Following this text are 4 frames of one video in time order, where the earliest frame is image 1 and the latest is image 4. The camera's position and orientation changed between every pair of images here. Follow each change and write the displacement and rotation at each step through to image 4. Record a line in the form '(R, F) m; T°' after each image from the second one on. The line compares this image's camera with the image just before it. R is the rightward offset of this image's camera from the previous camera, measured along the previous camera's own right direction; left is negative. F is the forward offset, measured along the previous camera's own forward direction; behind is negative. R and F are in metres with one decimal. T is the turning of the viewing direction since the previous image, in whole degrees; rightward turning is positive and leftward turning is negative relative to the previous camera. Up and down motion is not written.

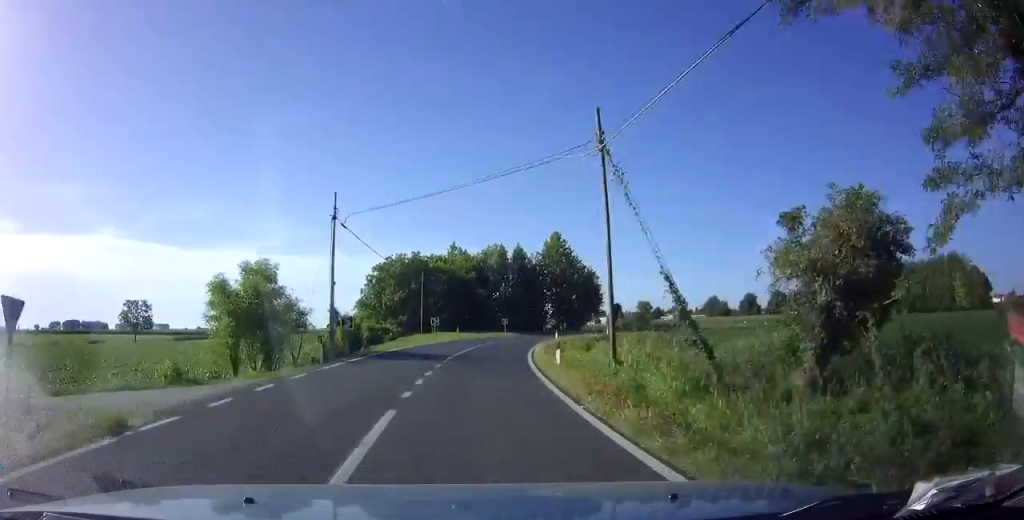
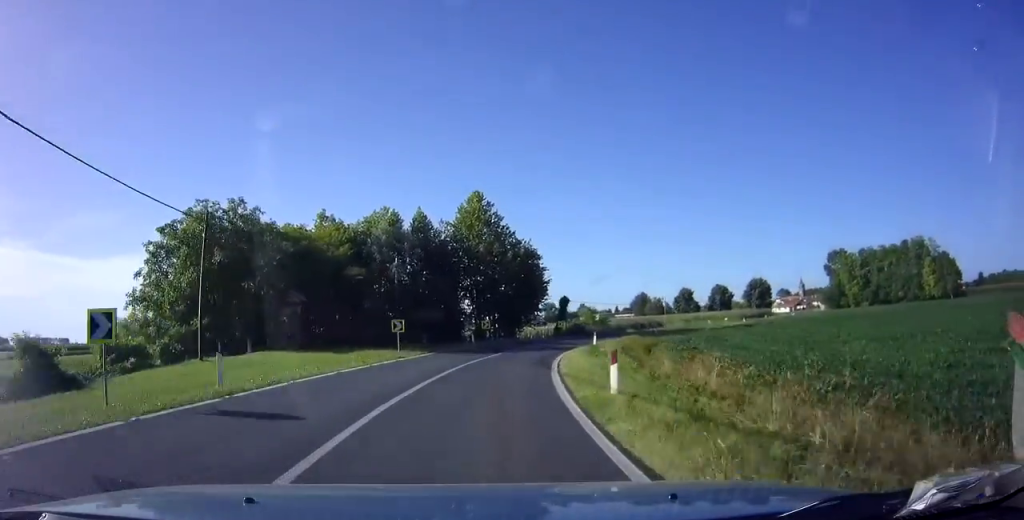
(+2.6, +31.4) m; +12°
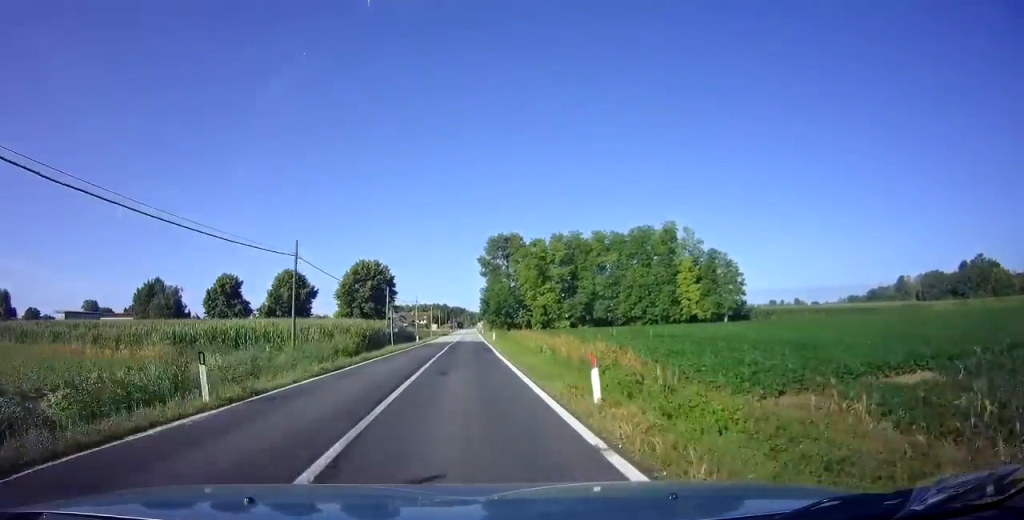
(+39.4, +80.6) m; +44°
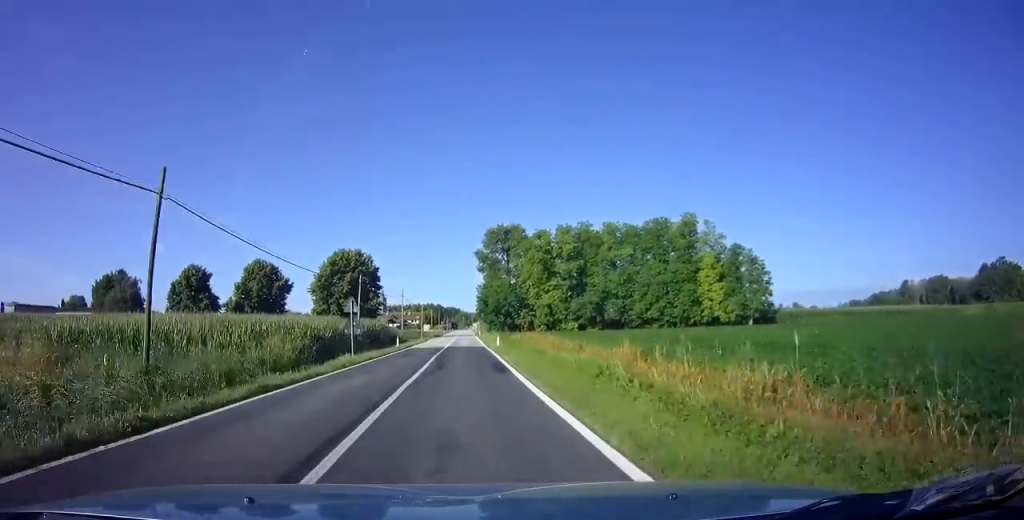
(+0.2, +12.1) m; +1°
